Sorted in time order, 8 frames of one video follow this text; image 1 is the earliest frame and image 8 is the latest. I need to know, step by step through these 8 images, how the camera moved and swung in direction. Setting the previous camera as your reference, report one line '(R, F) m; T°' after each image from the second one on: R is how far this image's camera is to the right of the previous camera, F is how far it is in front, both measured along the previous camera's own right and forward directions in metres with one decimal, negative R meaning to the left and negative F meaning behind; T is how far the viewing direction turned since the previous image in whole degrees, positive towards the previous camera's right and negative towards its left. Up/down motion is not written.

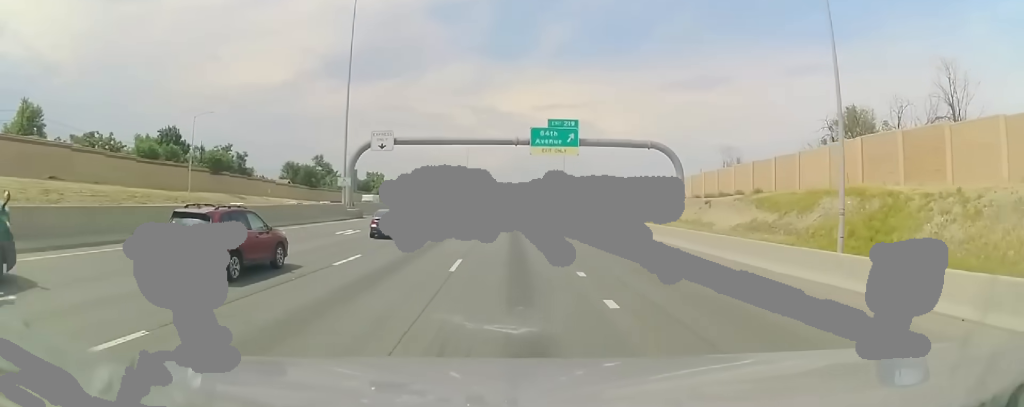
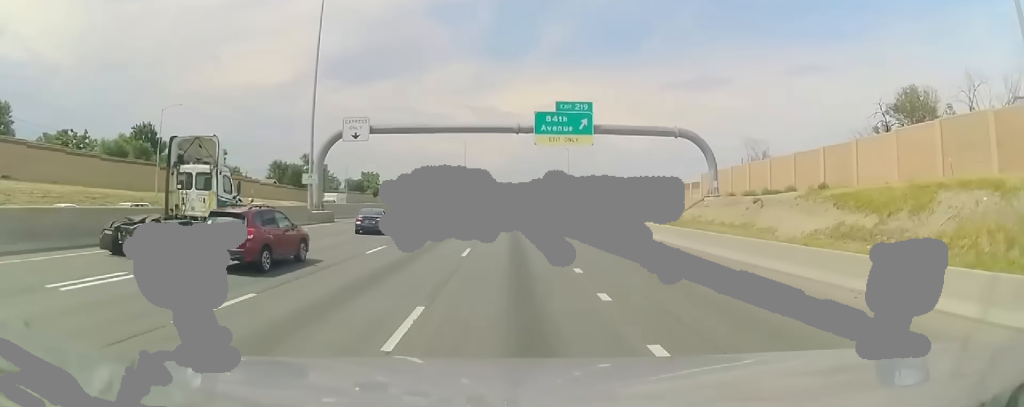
(-0.1, +8.2) m; 0°
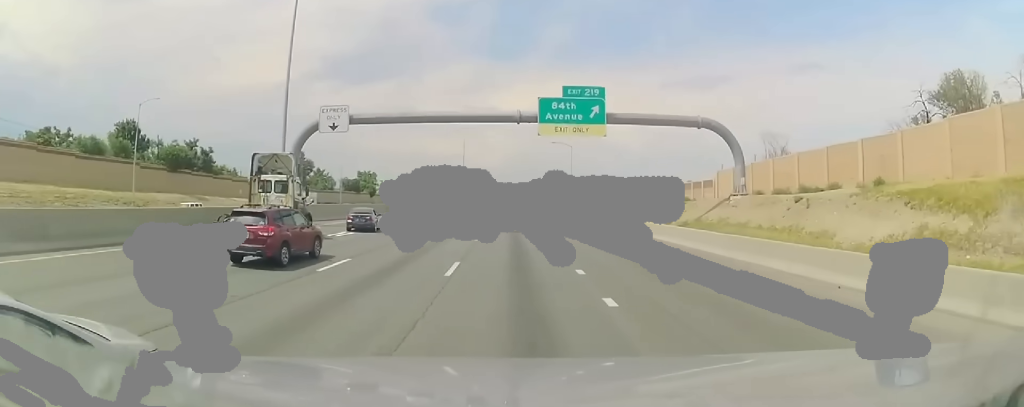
(-0.1, +5.1) m; +1°
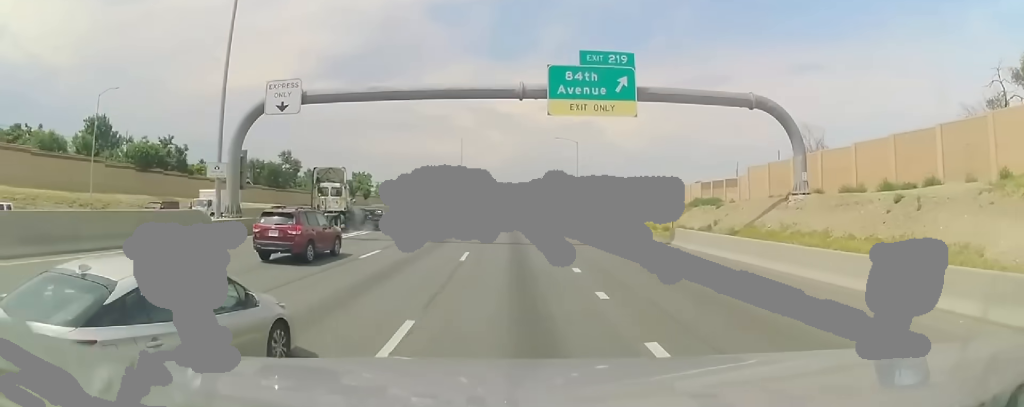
(+0.2, +8.1) m; 0°
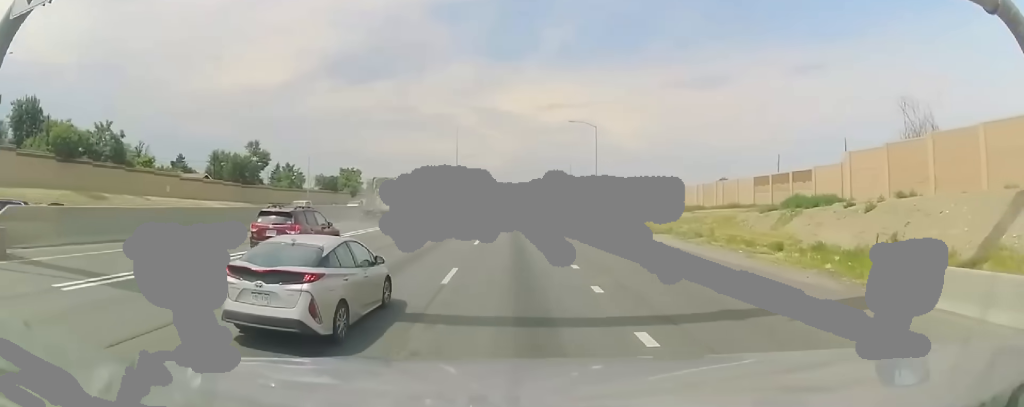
(-0.2, +16.6) m; +2°
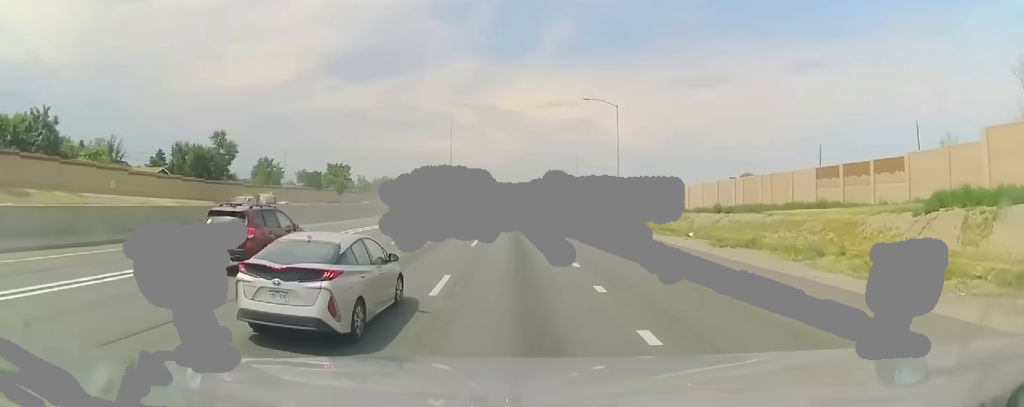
(+0.8, +13.4) m; +1°
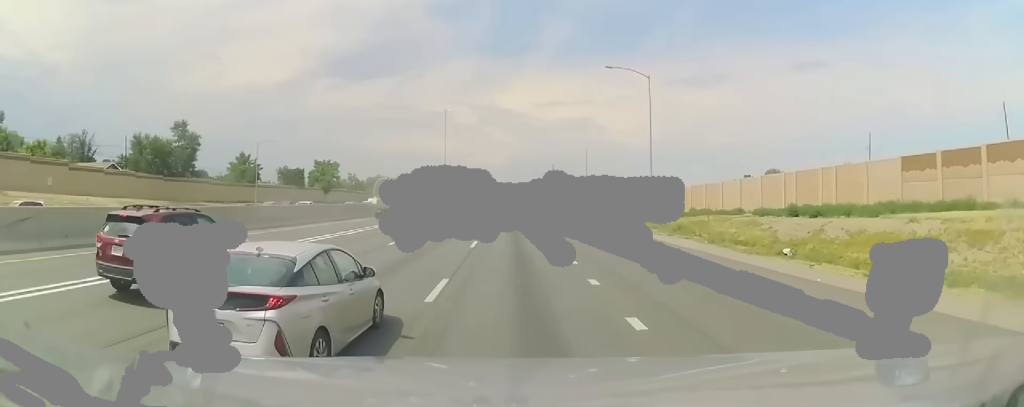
(-0.6, +12.6) m; -2°
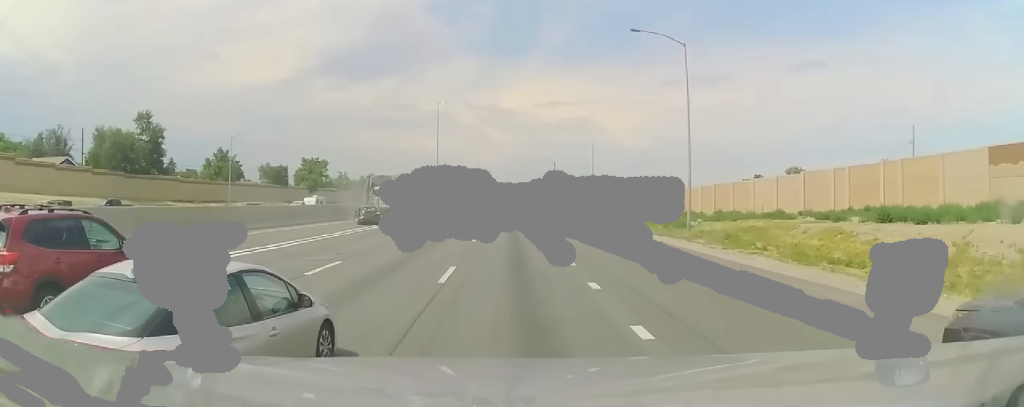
(+0.2, +9.5) m; +3°
